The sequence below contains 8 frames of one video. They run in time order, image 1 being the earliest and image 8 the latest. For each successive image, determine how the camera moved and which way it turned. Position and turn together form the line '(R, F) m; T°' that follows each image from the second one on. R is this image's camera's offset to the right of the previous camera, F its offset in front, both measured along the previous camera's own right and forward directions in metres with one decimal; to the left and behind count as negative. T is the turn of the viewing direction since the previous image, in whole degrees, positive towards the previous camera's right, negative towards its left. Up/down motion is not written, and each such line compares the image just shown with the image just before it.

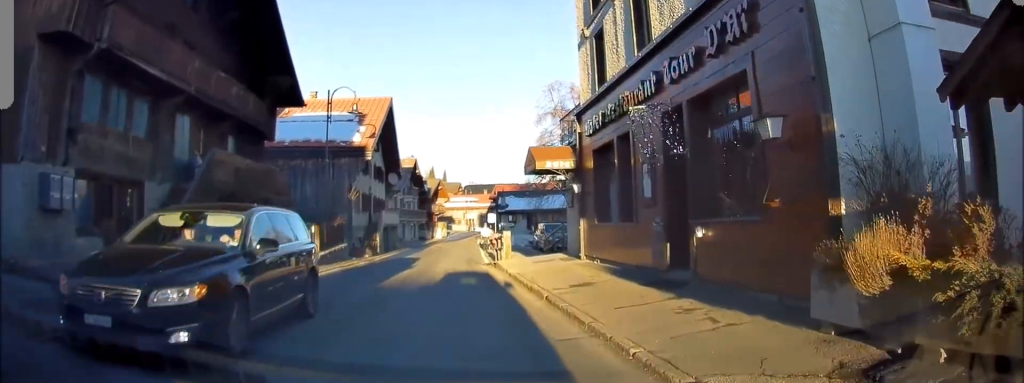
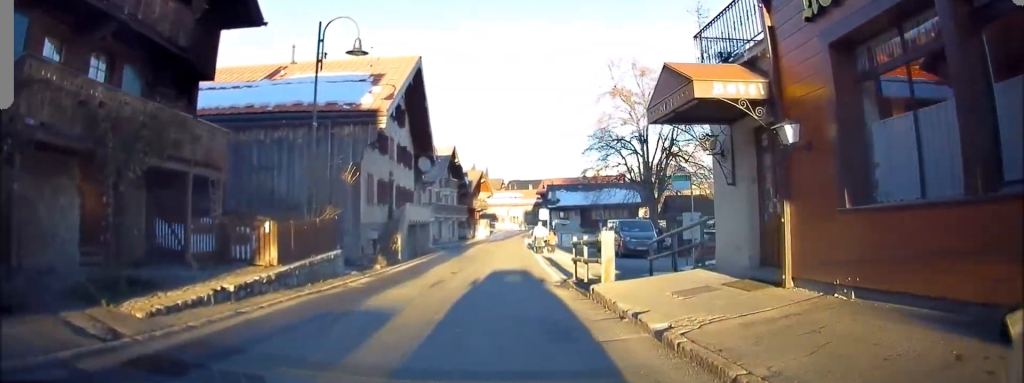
(-0.3, +8.5) m; -9°
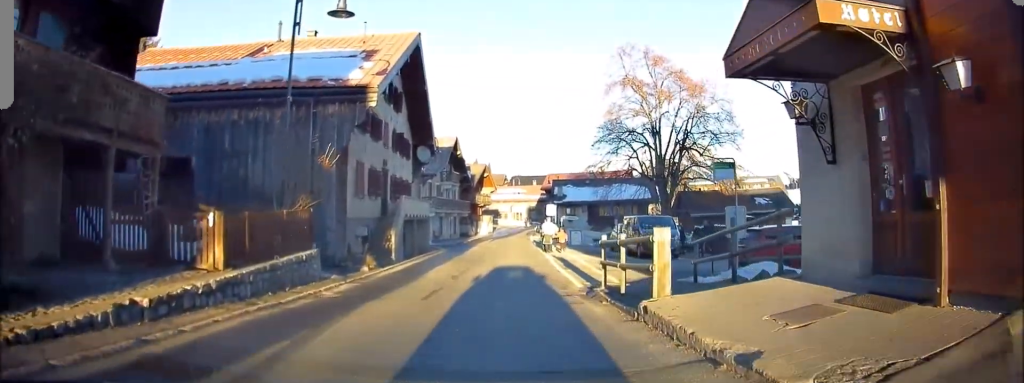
(-0.1, +3.0) m; -3°
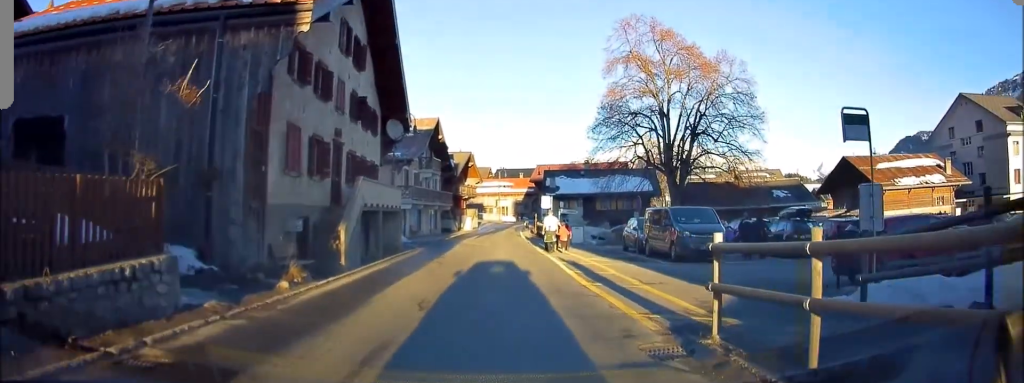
(-0.1, +6.2) m; +1°
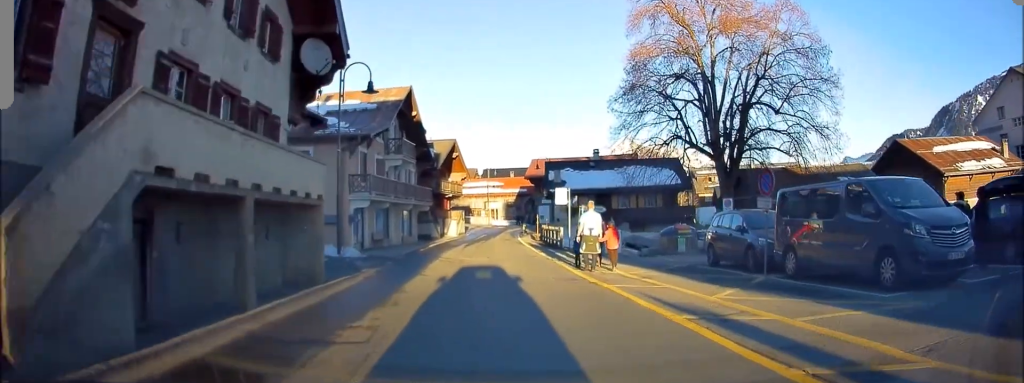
(+0.6, +11.8) m; +4°
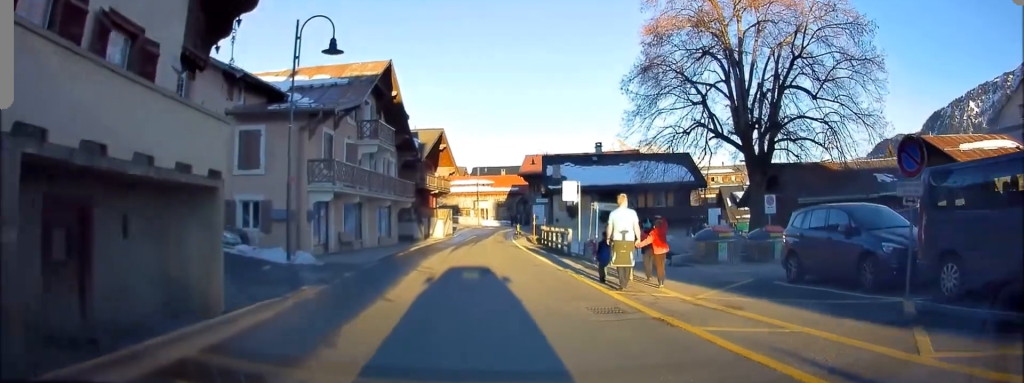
(0.0, +5.5) m; +1°
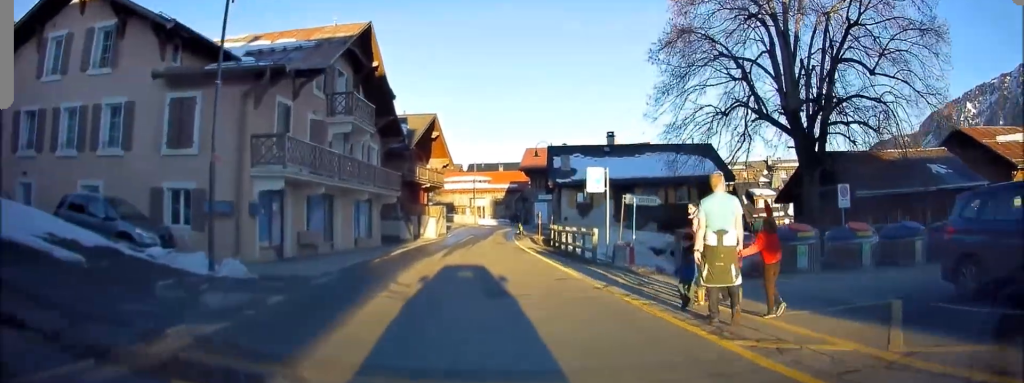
(0.0, +5.5) m; +1°
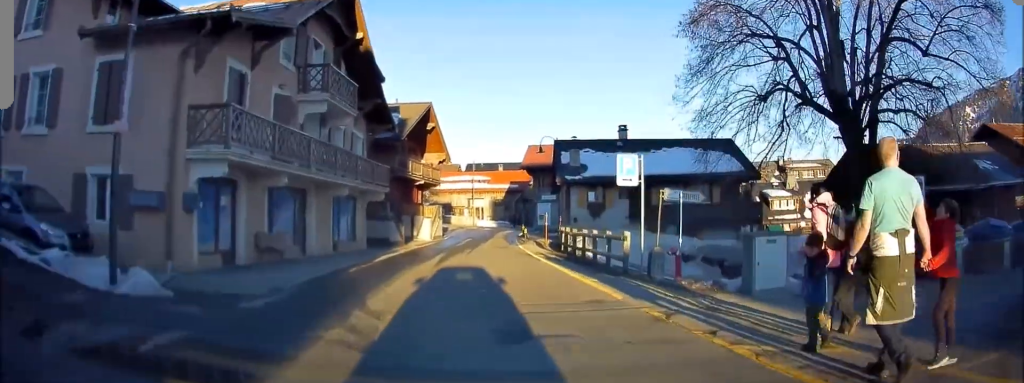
(0.0, +3.7) m; +1°
